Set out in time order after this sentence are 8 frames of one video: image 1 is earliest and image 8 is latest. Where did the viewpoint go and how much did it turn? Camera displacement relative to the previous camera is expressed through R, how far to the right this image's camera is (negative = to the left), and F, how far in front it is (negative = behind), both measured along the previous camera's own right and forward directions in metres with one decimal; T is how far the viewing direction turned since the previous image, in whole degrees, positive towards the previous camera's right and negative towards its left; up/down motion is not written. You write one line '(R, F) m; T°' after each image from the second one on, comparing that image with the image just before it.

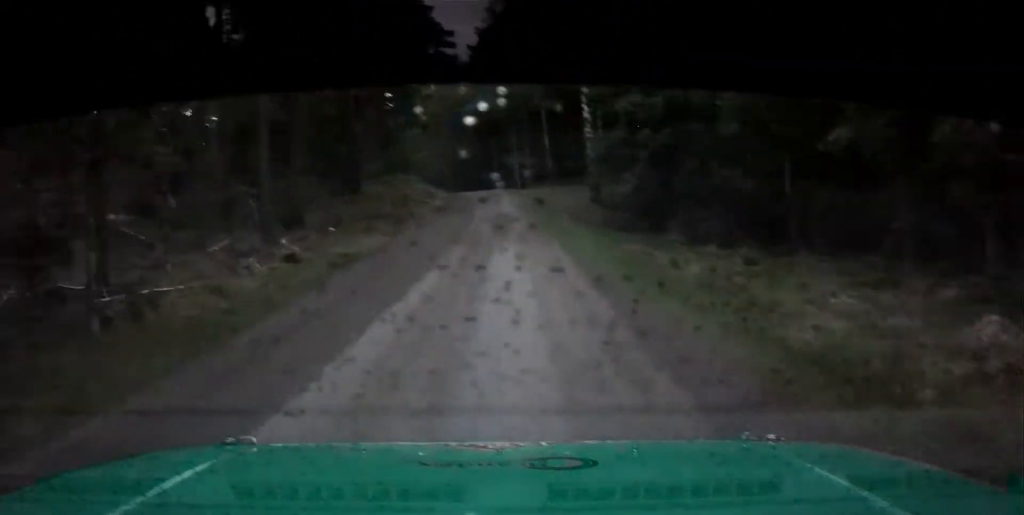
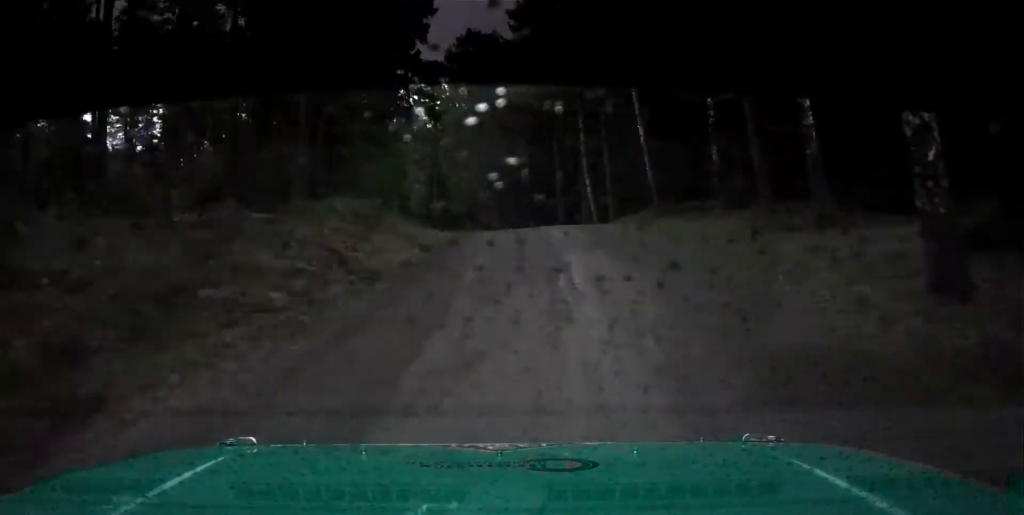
(+0.8, +29.4) m; 0°
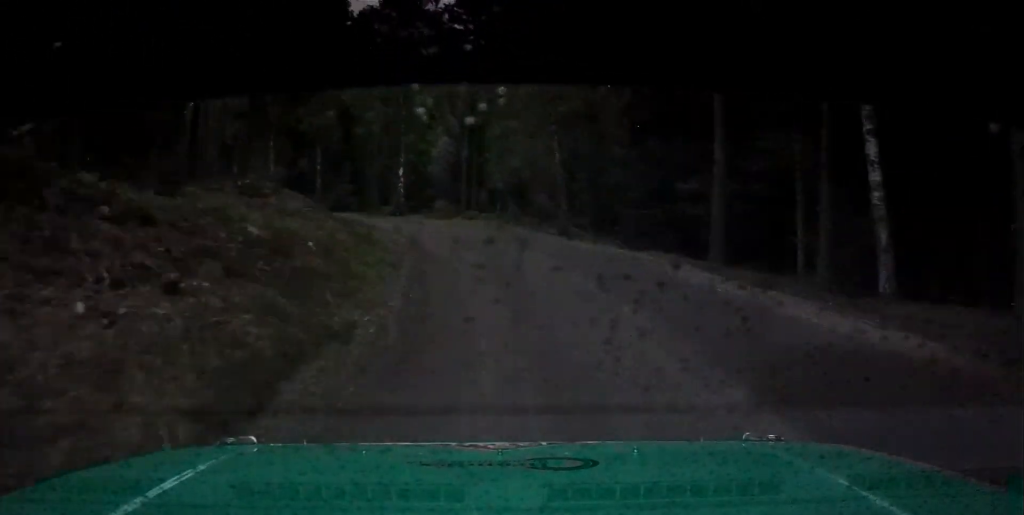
(-2.3, +35.3) m; -8°
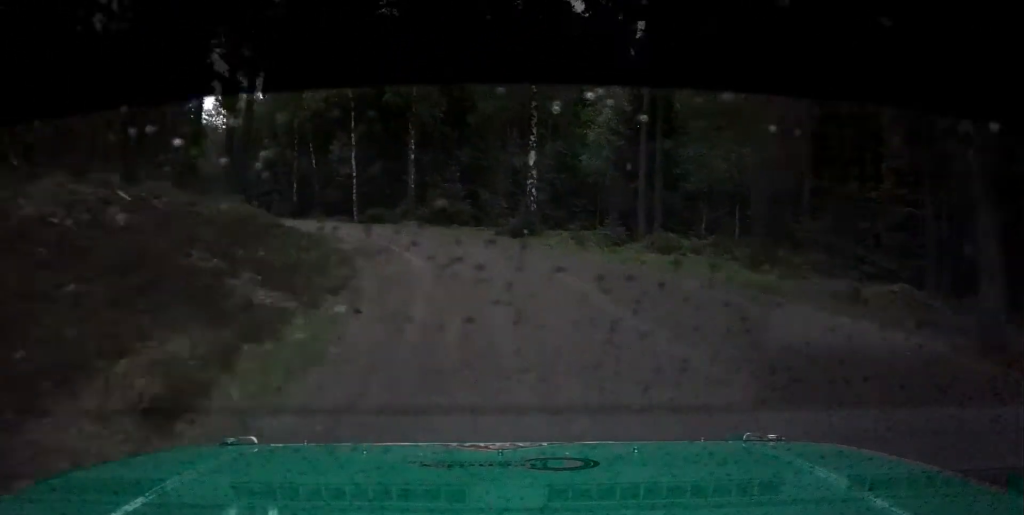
(-2.1, +26.3) m; -9°
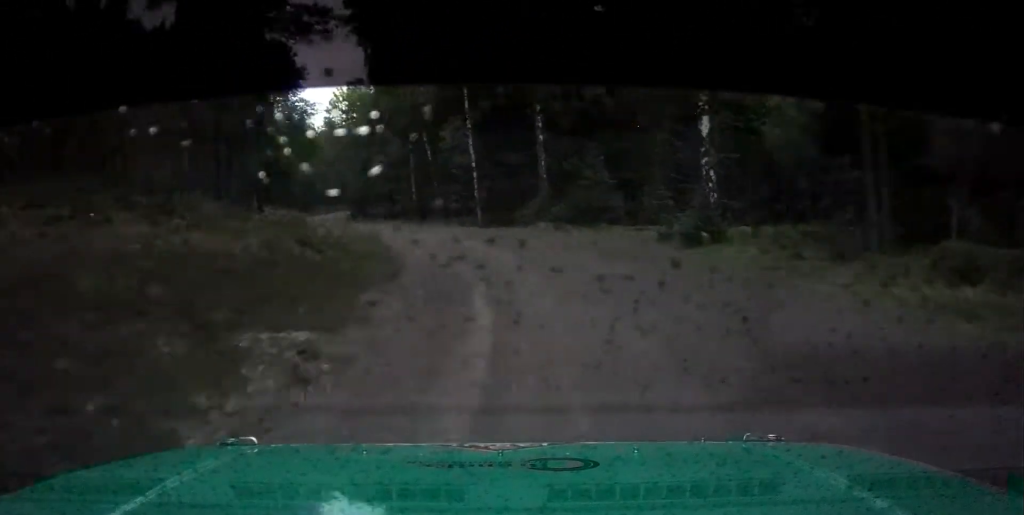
(0.0, +11.3) m; -4°
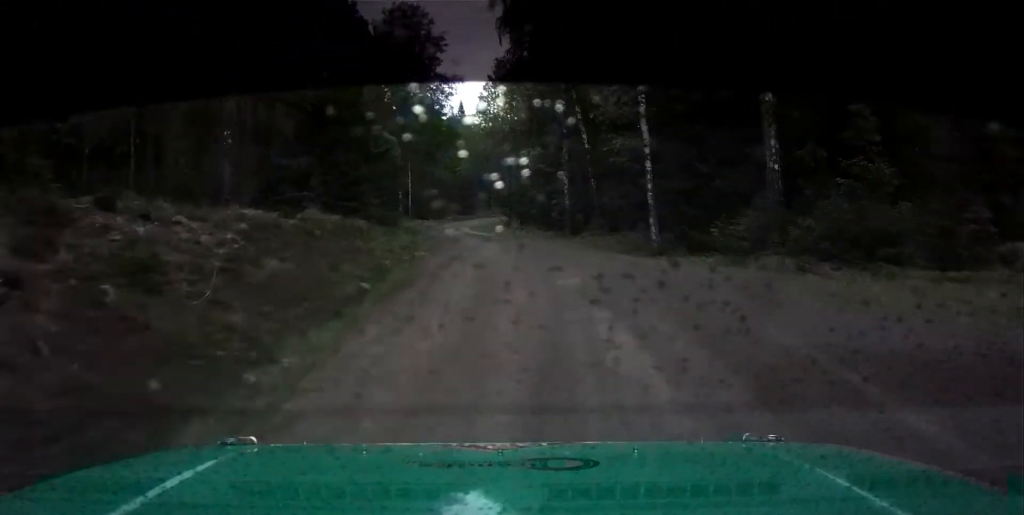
(-1.5, +17.7) m; -7°
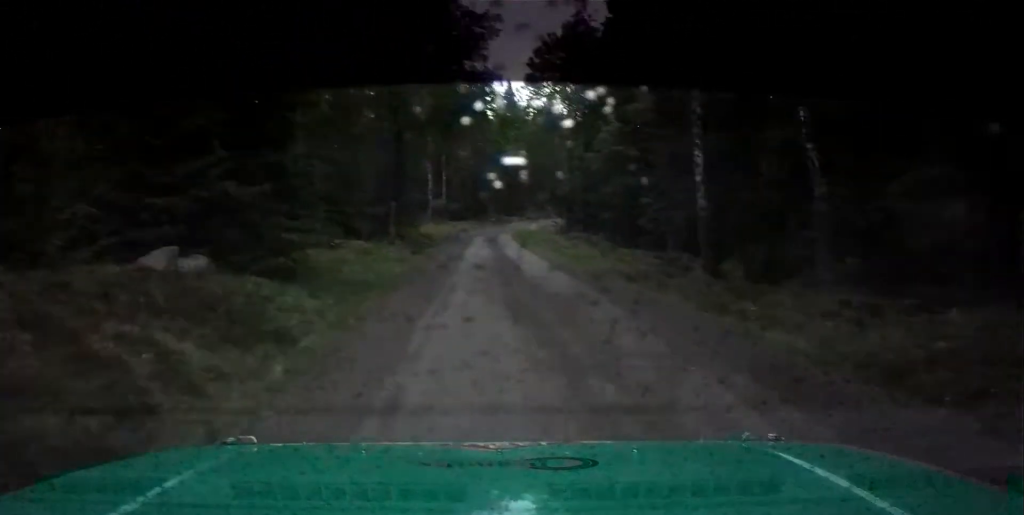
(-1.9, +23.5) m; -11°
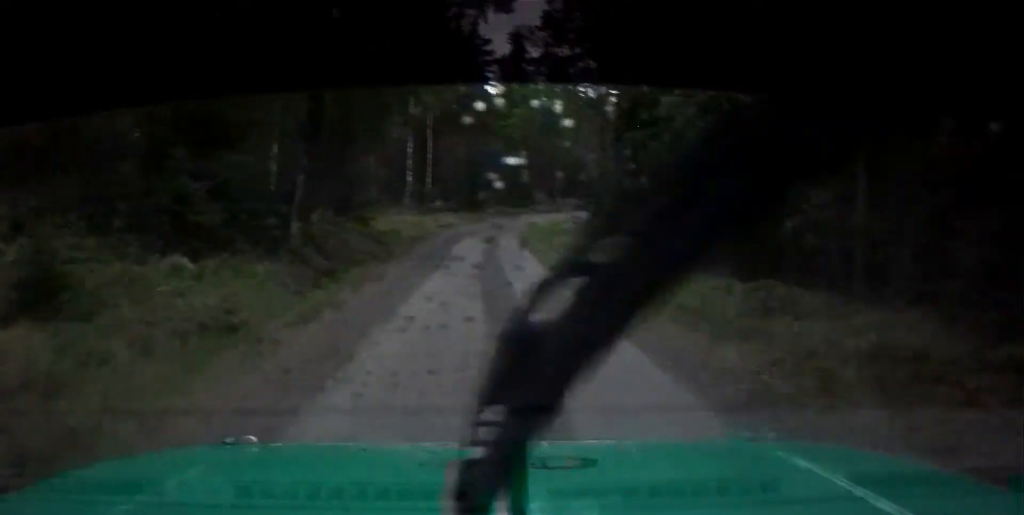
(-1.8, +21.3) m; -10°
